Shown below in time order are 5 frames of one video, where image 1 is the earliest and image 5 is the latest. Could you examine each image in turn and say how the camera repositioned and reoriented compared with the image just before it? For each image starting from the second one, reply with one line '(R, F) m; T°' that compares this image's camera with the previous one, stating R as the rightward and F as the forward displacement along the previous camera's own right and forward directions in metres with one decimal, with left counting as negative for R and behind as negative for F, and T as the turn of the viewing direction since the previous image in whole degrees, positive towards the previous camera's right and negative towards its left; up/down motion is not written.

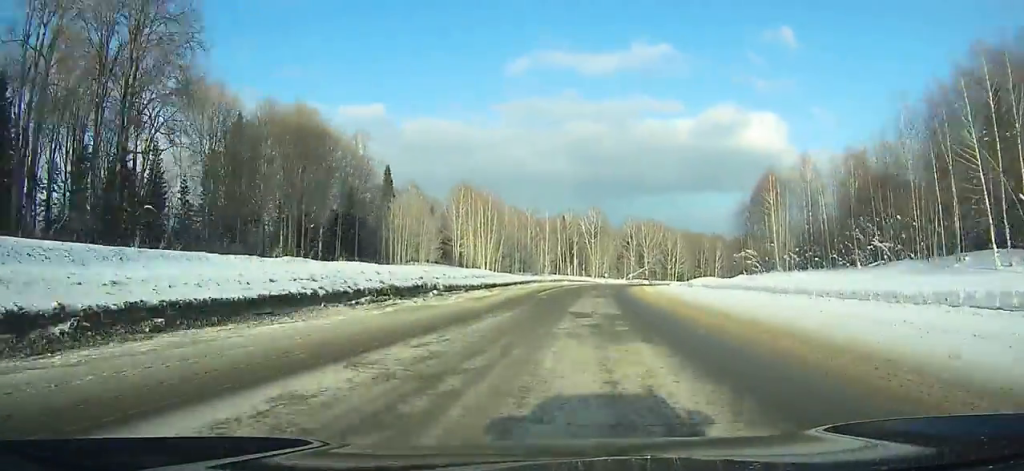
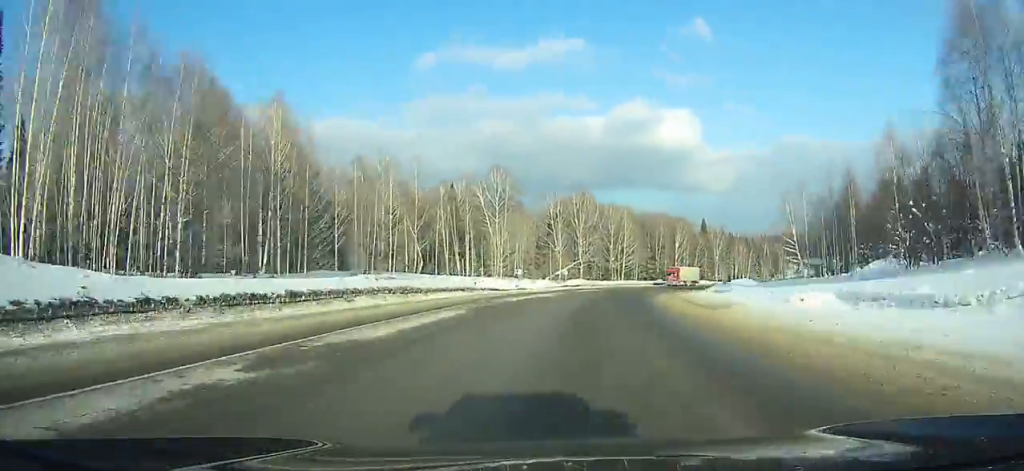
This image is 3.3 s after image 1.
(+4.2, +79.7) m; +9°
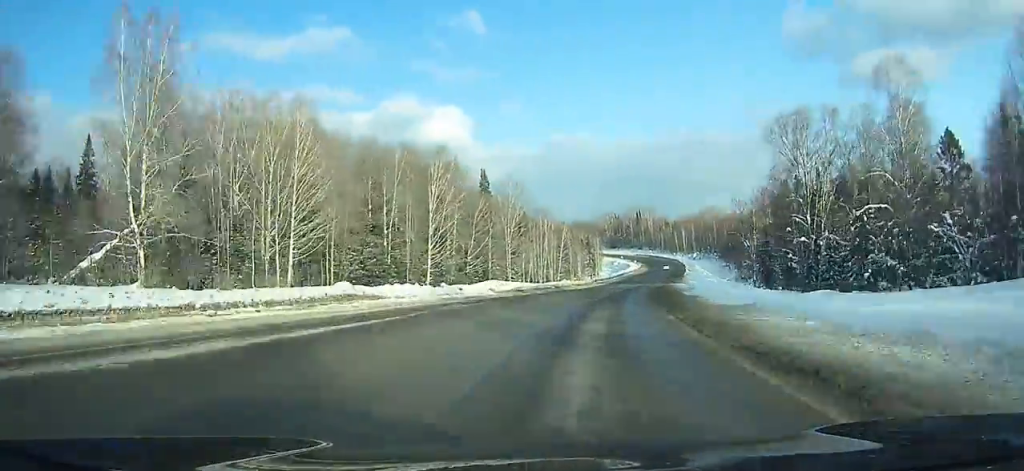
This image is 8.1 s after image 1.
(+20.9, +107.8) m; +21°
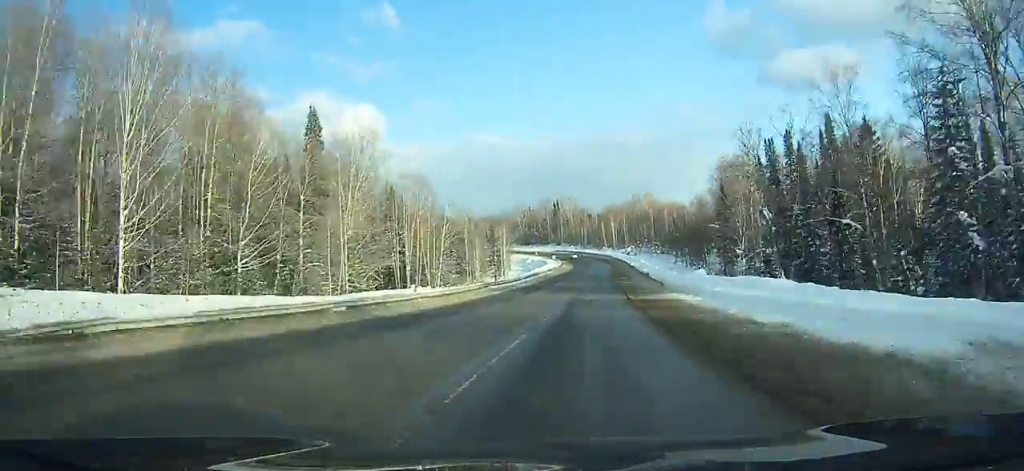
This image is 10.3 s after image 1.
(+4.1, +50.0) m; +7°
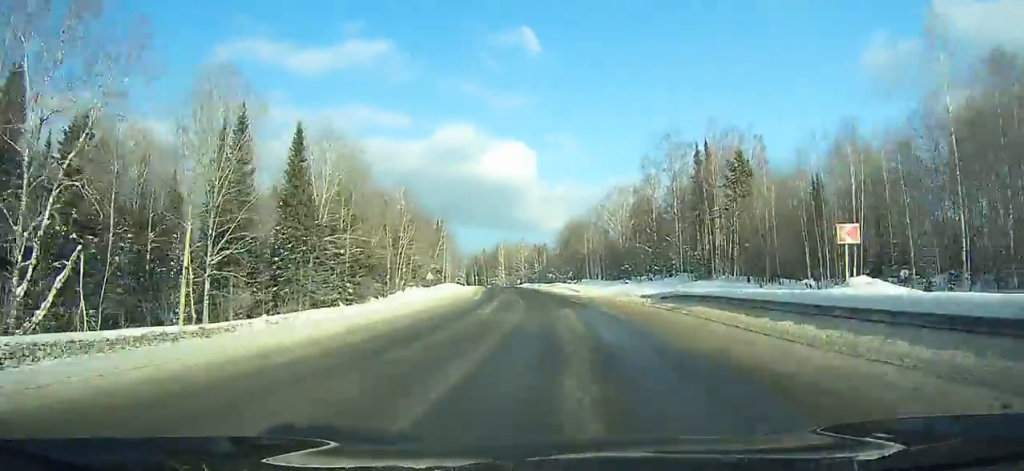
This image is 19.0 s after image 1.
(-3.8, +198.6) m; -12°
